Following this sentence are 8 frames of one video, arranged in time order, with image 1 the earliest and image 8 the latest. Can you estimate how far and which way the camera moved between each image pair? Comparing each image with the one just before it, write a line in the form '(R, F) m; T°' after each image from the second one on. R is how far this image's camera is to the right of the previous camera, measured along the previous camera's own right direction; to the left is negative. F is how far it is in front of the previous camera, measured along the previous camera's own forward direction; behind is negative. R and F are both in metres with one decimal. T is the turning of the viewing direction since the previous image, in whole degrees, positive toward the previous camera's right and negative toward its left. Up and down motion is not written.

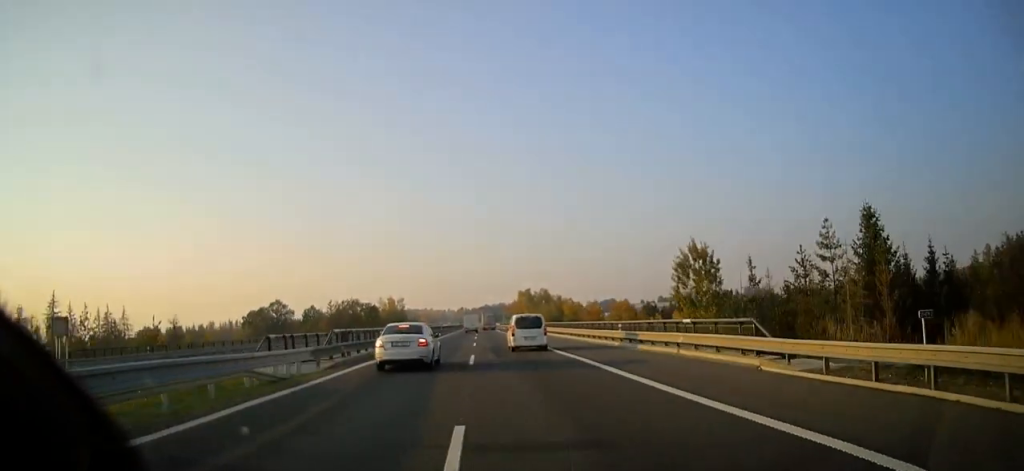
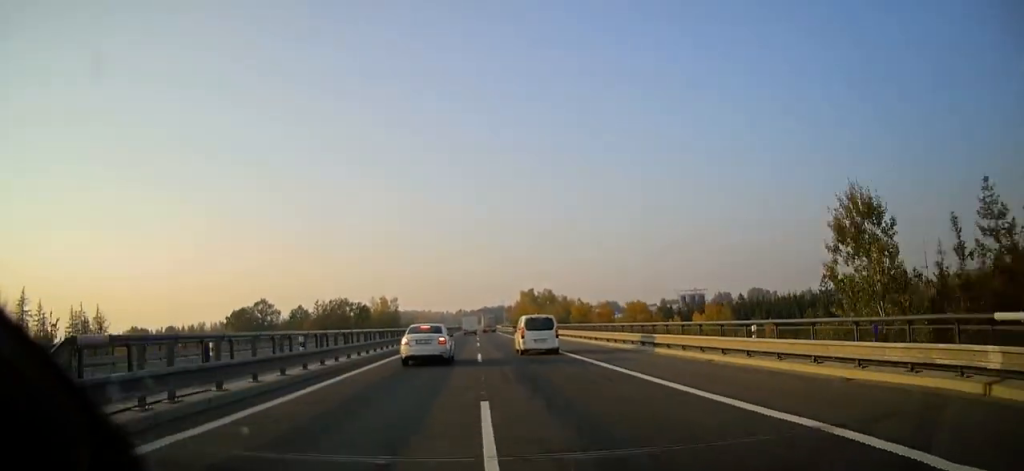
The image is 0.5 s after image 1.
(0.0, +15.4) m; 0°
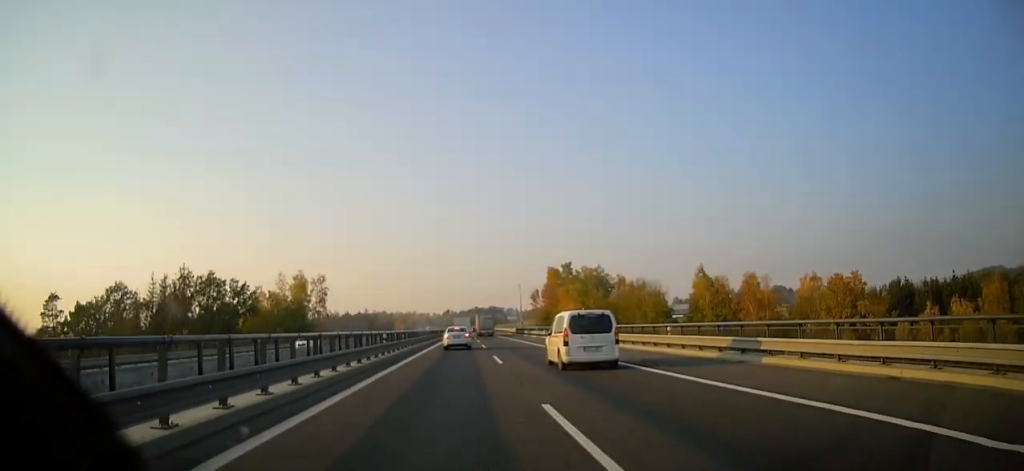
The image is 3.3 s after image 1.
(+0.4, +90.4) m; +1°
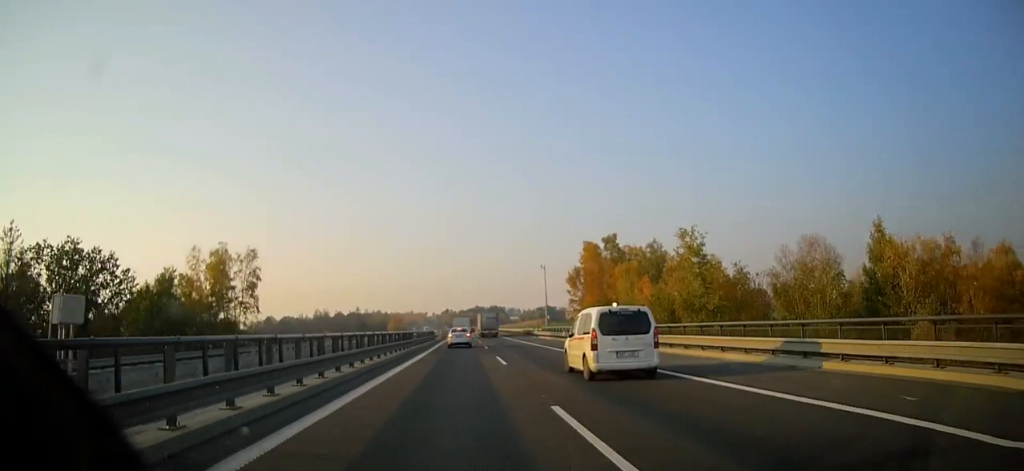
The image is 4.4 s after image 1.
(0.0, +36.0) m; 0°
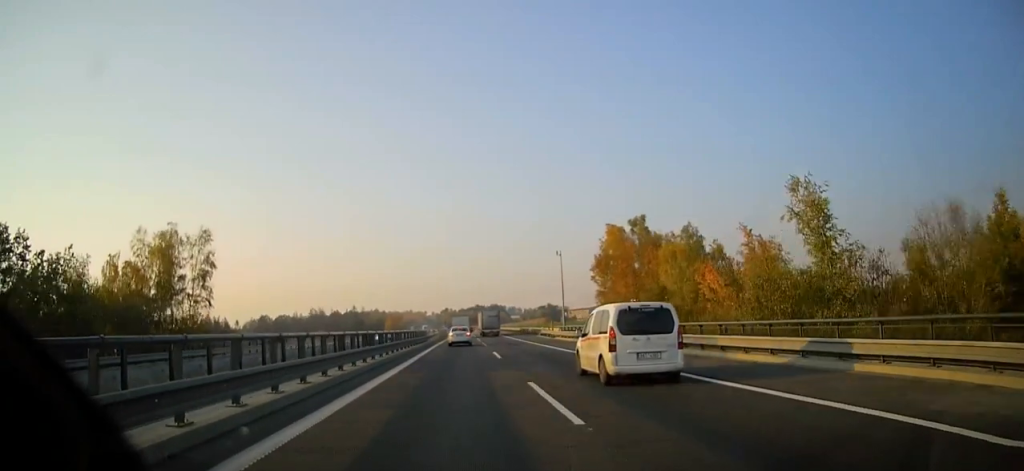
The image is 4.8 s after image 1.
(0.0, +13.7) m; 0°
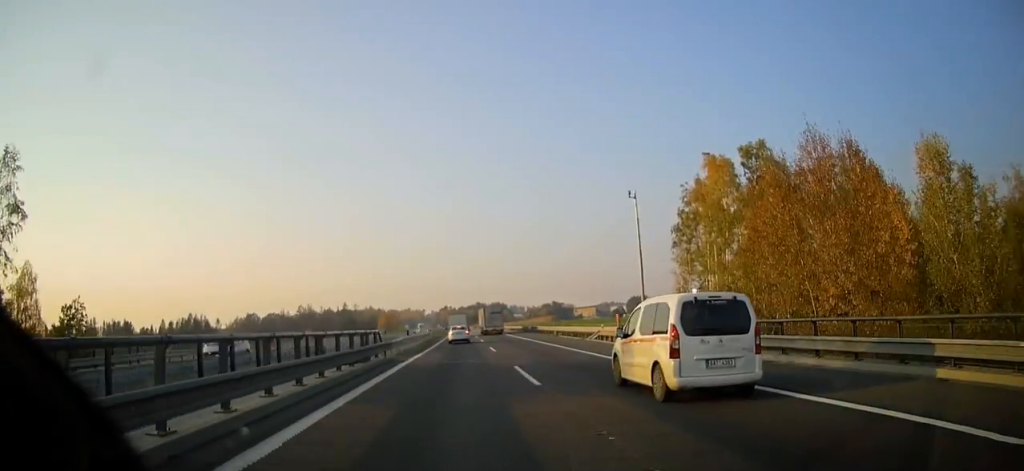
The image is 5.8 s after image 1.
(0.0, +30.4) m; 0°
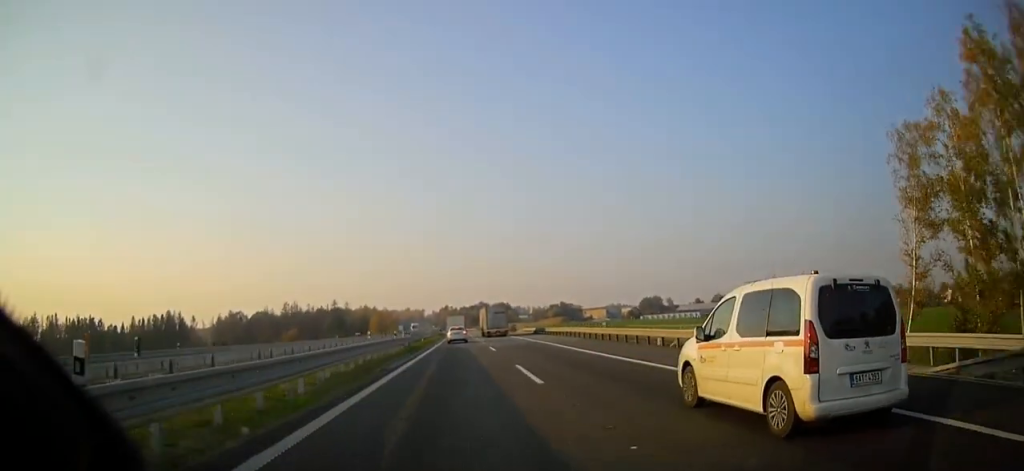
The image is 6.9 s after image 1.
(+0.1, +35.5) m; 0°
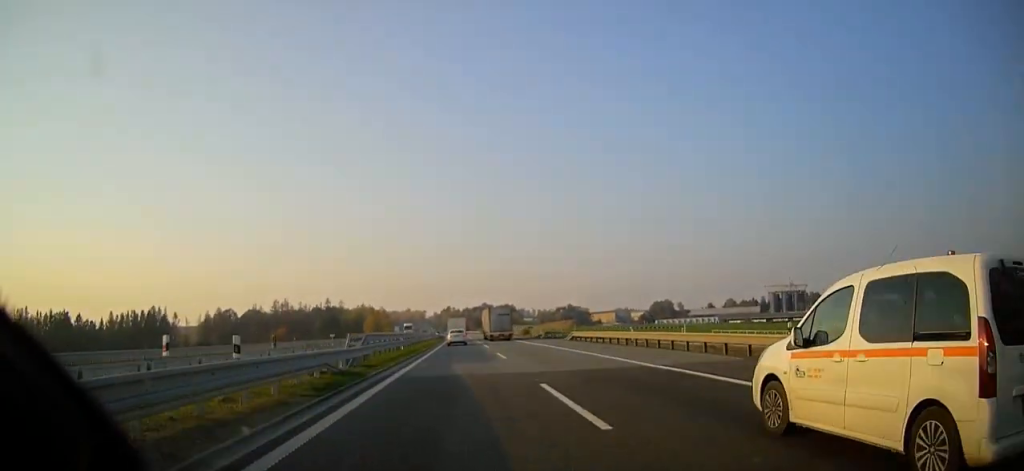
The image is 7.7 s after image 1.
(+0.1, +23.9) m; 0°
